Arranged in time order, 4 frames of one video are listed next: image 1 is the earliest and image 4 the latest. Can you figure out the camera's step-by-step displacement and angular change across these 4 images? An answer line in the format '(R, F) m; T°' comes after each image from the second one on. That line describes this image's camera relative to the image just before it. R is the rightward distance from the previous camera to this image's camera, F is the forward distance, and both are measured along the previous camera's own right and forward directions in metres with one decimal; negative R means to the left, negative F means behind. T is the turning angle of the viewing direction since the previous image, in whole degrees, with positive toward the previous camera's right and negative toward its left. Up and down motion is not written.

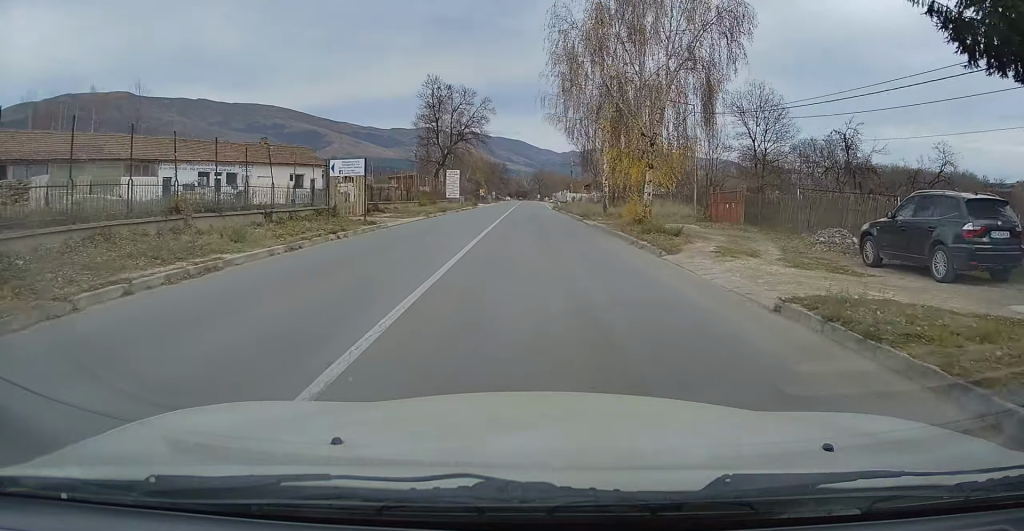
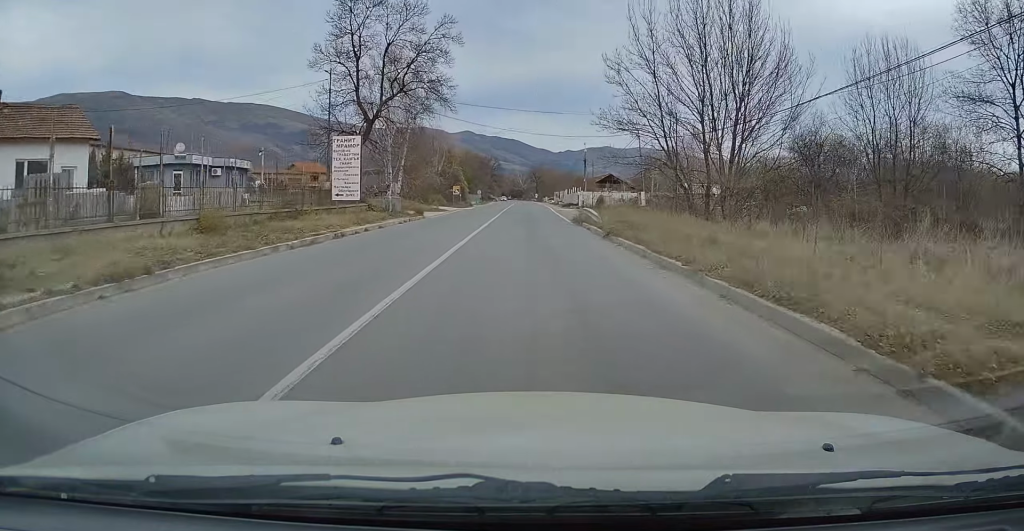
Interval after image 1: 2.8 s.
(0.0, +35.1) m; 0°
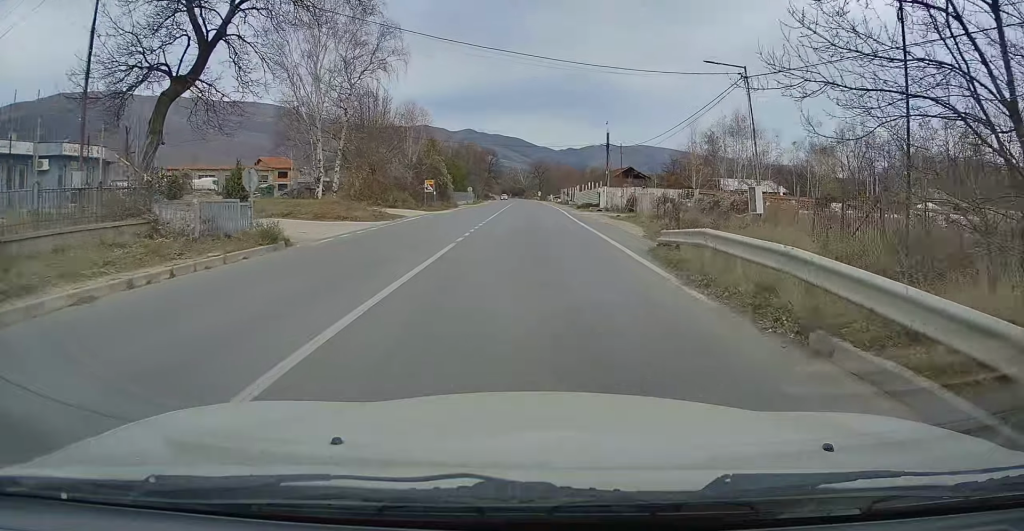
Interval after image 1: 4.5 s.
(-0.3, +22.5) m; -1°
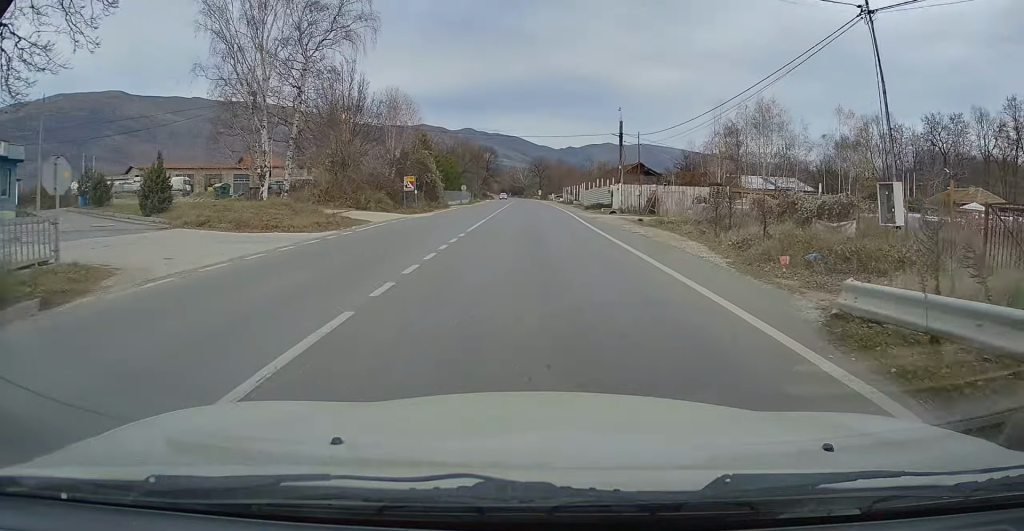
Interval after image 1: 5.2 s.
(-0.1, +9.1) m; +1°
